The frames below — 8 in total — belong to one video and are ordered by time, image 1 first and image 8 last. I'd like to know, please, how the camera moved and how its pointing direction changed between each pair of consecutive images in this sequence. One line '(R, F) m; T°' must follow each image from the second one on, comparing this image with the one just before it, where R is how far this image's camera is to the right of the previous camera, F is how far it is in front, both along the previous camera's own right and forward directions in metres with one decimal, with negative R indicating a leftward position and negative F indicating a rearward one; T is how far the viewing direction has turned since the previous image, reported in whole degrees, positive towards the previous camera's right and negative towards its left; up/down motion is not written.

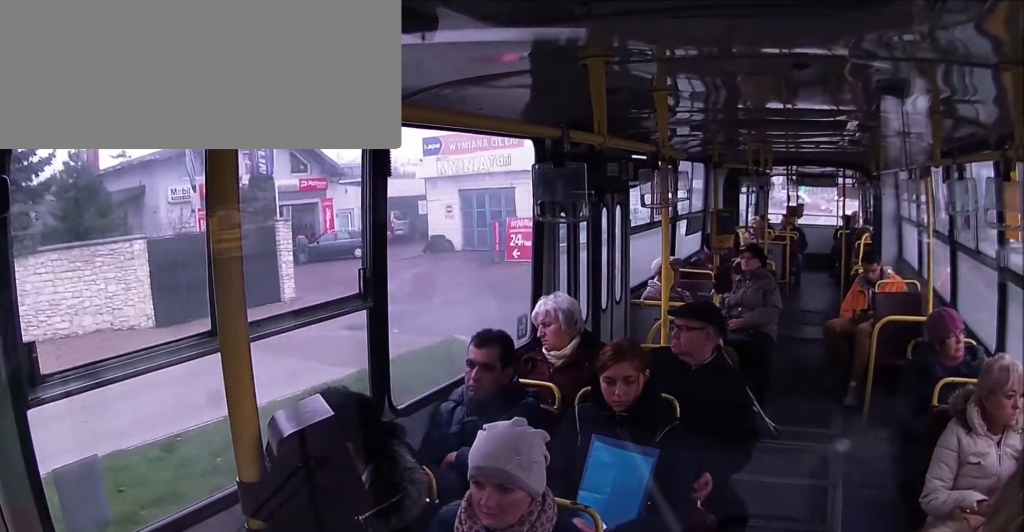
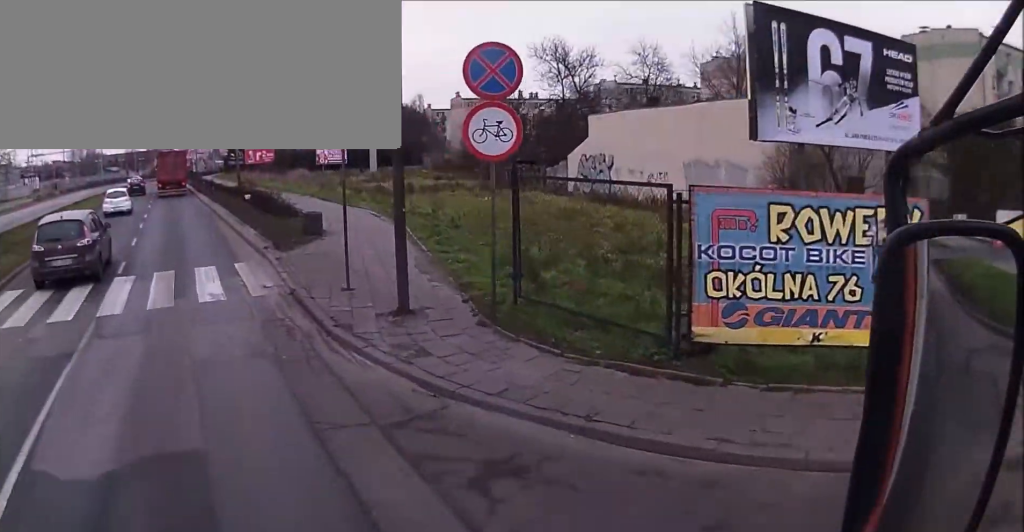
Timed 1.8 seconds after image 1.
(+0.8, +15.9) m; +14°
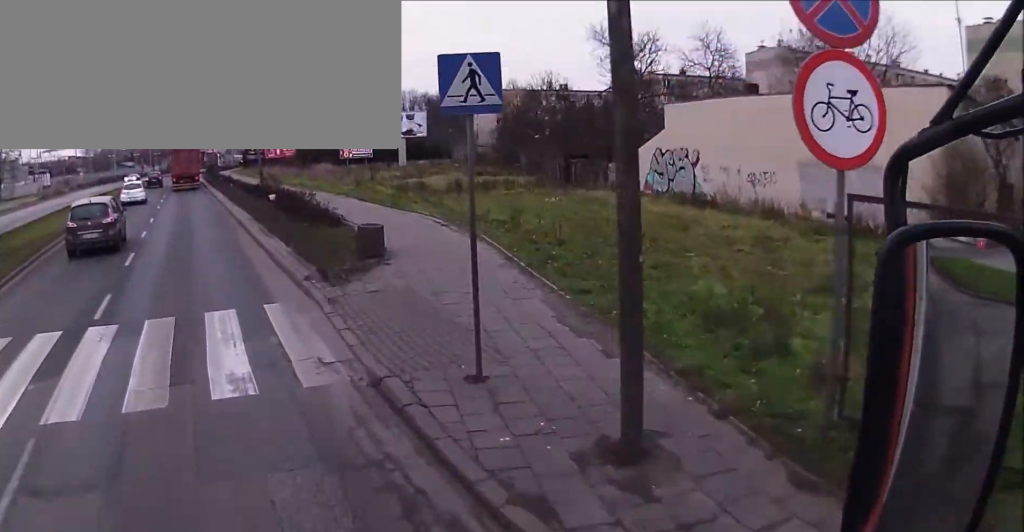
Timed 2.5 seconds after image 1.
(+1.2, +5.5) m; +4°
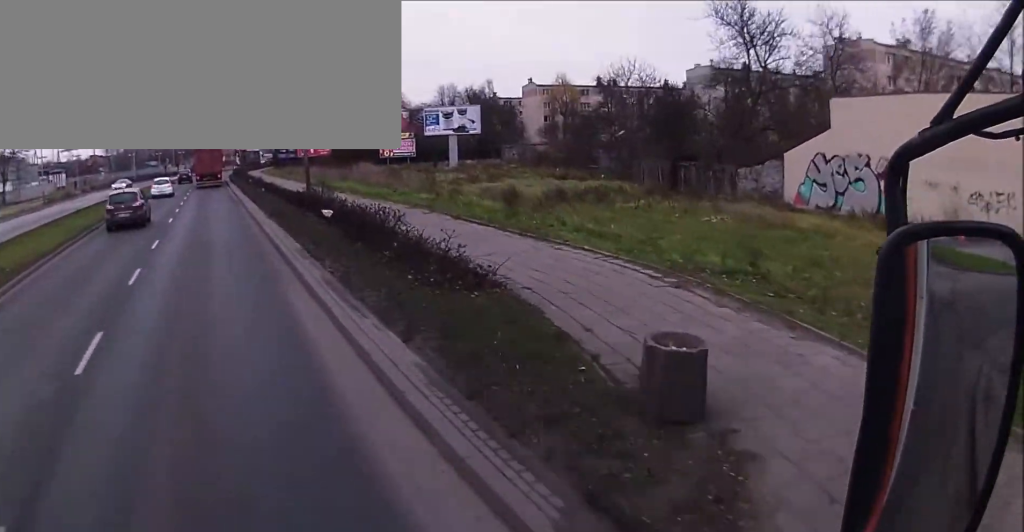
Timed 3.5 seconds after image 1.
(-1.2, +8.8) m; -17°
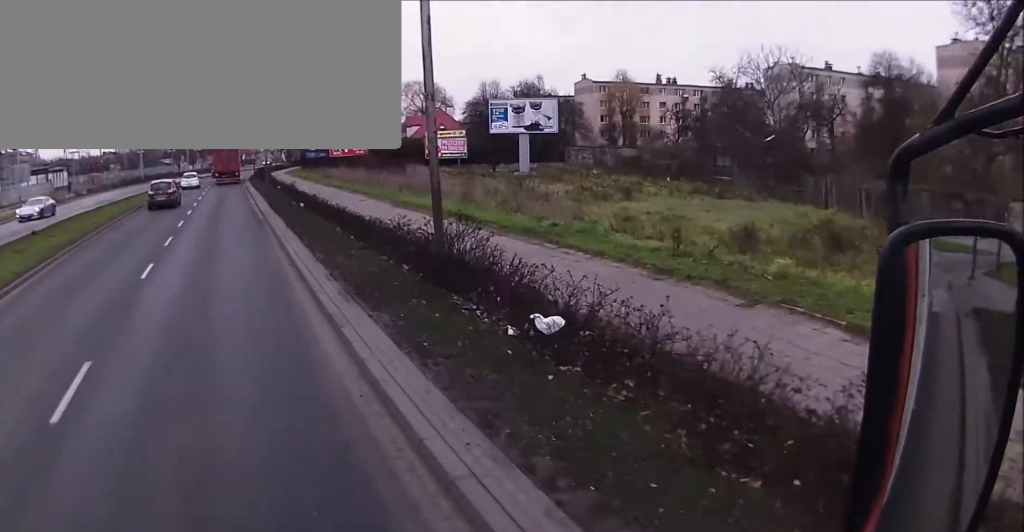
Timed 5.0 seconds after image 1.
(-2.0, +13.9) m; -9°
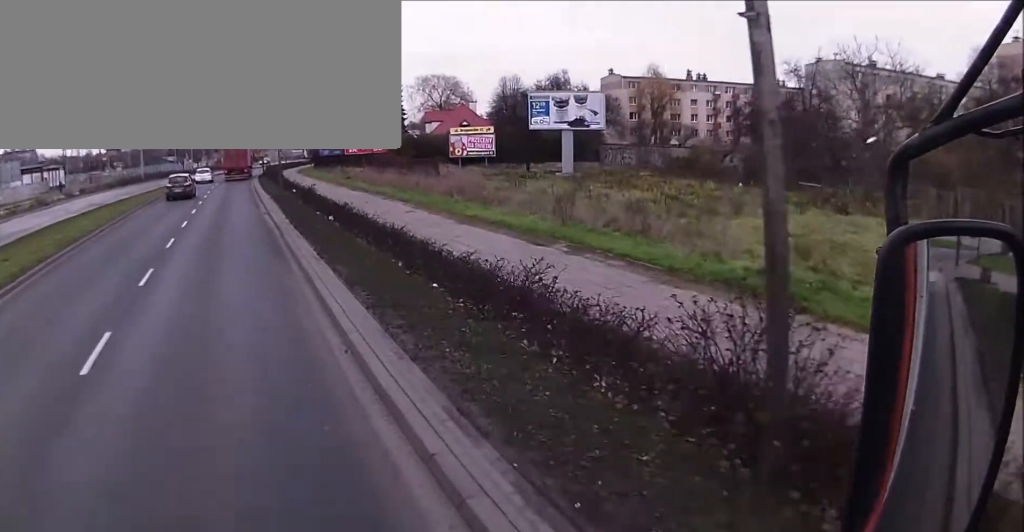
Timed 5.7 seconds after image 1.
(0.0, +6.9) m; -1°
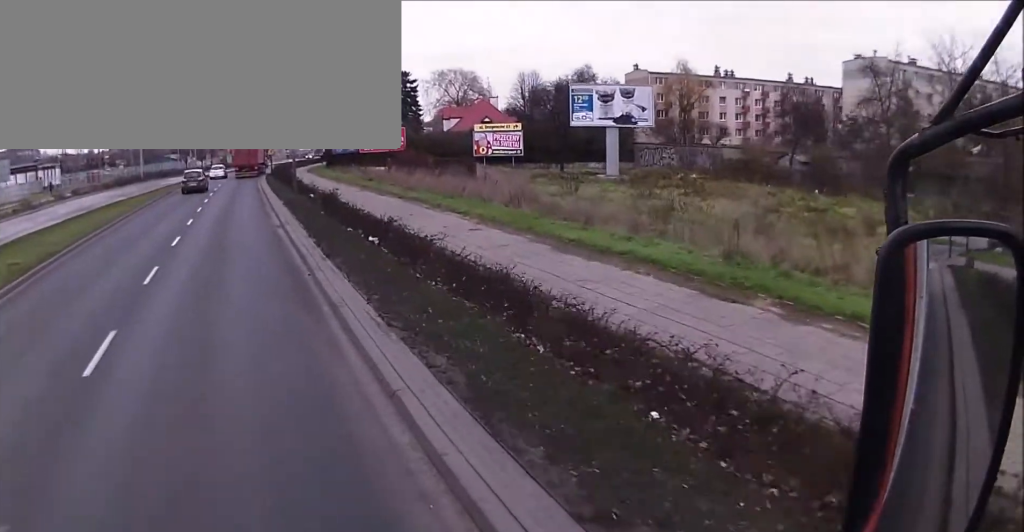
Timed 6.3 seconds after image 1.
(-0.1, +6.4) m; -1°
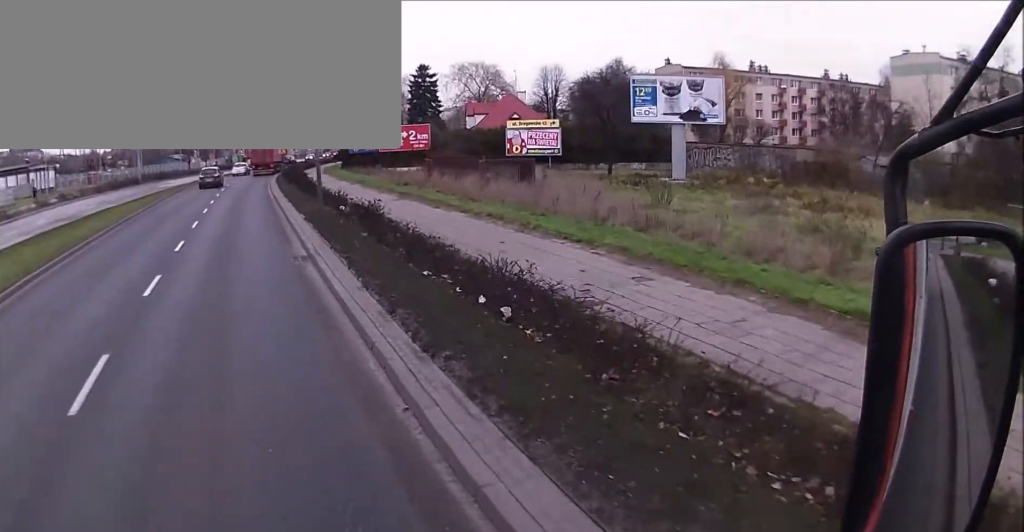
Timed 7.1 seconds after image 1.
(0.0, +7.8) m; +1°
